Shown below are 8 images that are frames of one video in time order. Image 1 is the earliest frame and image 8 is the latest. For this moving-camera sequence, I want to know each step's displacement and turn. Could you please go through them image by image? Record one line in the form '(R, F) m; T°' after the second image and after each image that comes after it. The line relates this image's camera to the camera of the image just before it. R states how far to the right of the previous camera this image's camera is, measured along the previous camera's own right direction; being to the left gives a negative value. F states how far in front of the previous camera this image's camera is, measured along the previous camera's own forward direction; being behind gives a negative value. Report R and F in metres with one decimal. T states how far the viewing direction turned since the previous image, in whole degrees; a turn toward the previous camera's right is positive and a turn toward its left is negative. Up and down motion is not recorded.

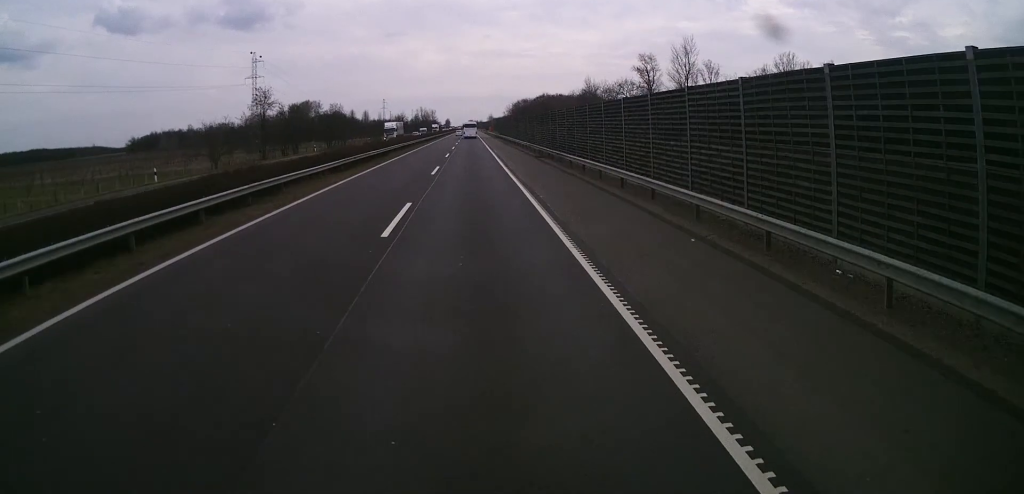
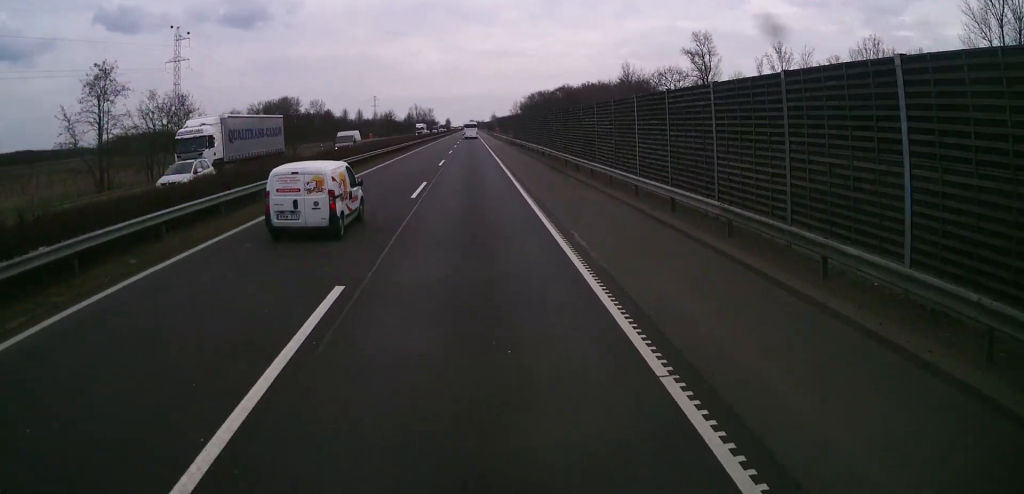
(-0.1, +46.3) m; +1°
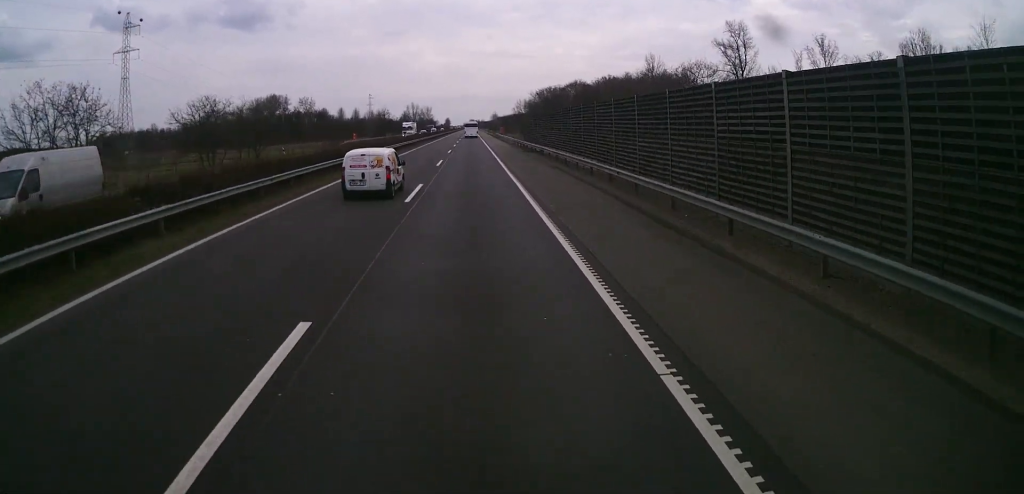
(+0.2, +20.1) m; 0°
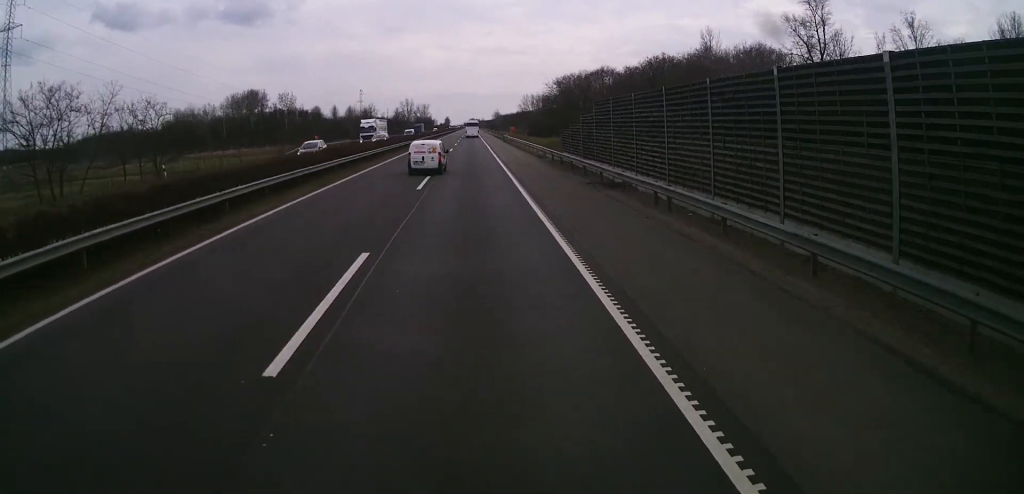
(-0.5, +31.7) m; -1°
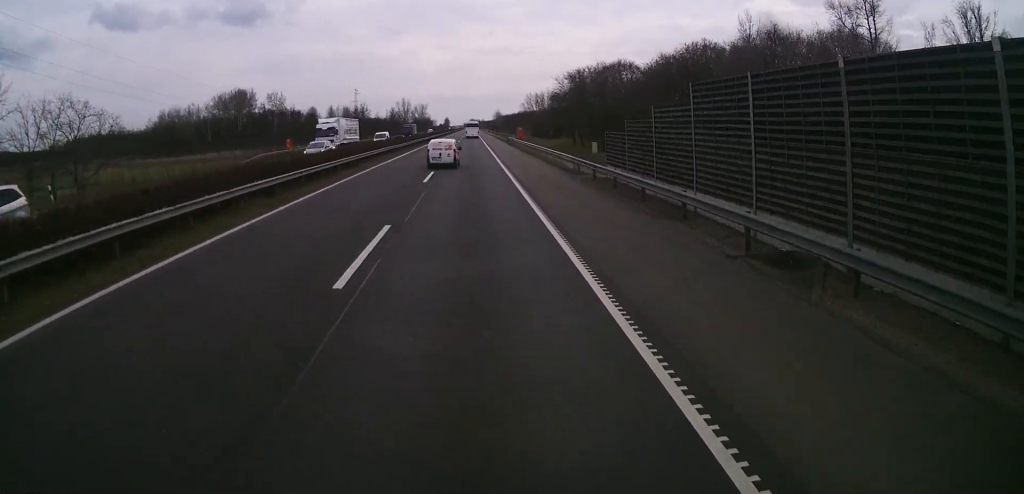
(0.0, +14.7) m; 0°
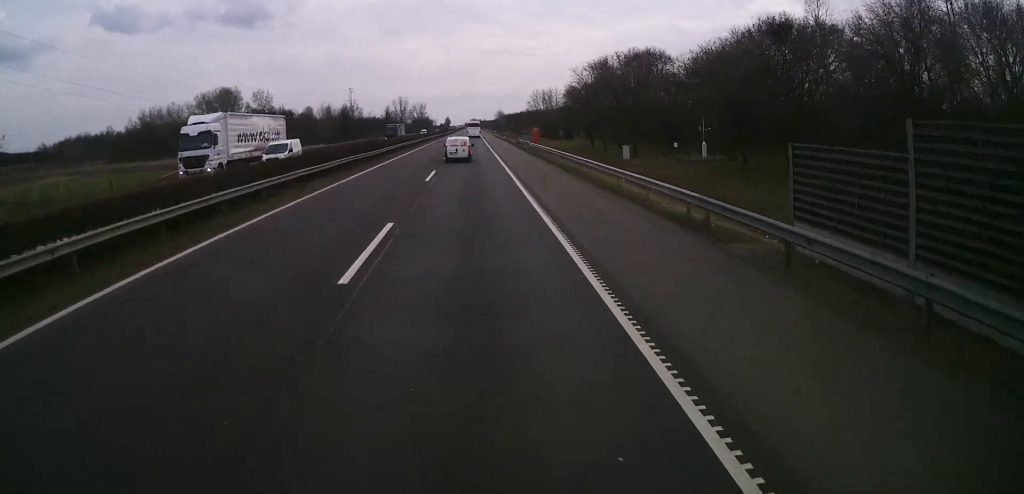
(+0.1, +17.8) m; +1°
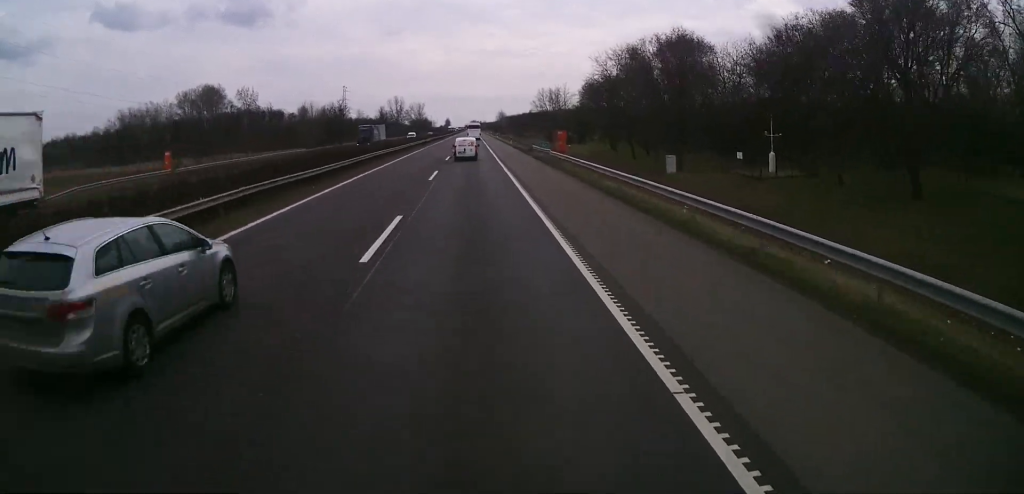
(+0.1, +16.2) m; 0°
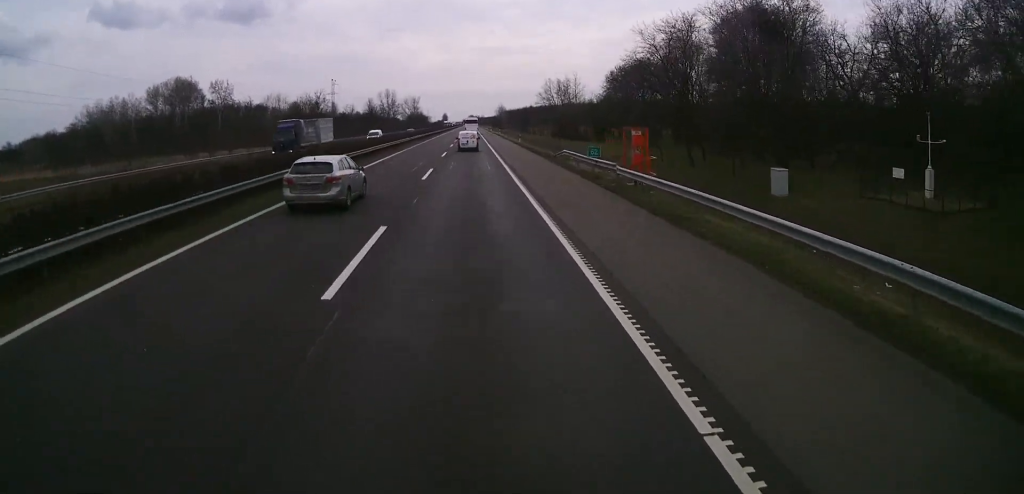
(0.0, +20.9) m; 0°
